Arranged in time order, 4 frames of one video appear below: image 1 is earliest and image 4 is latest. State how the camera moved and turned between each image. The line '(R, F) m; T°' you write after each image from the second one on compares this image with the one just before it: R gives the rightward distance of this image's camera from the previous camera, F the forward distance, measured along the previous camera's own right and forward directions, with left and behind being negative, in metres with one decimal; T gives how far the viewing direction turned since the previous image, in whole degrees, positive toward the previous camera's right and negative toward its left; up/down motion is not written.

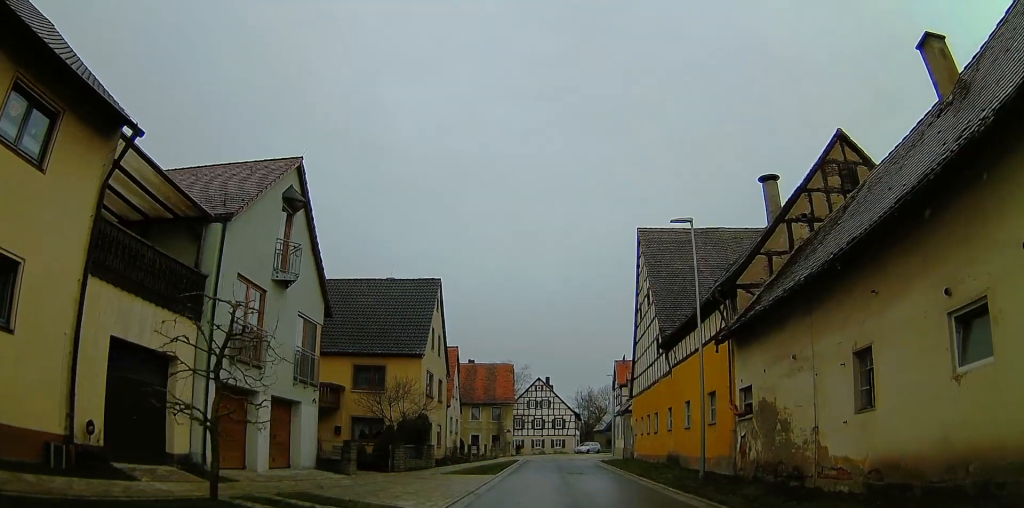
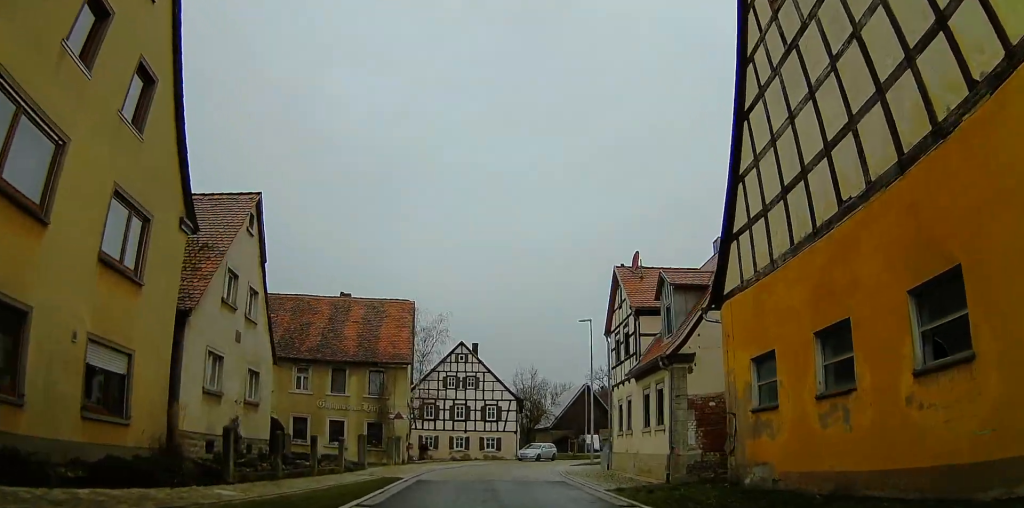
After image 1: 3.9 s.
(+5.5, +25.6) m; +9°
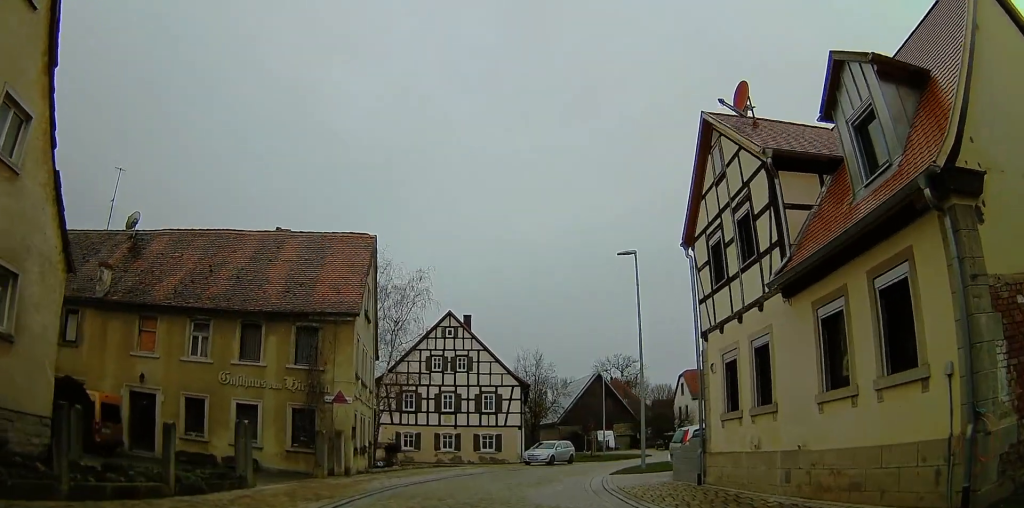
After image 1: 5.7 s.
(-1.0, +12.3) m; +3°
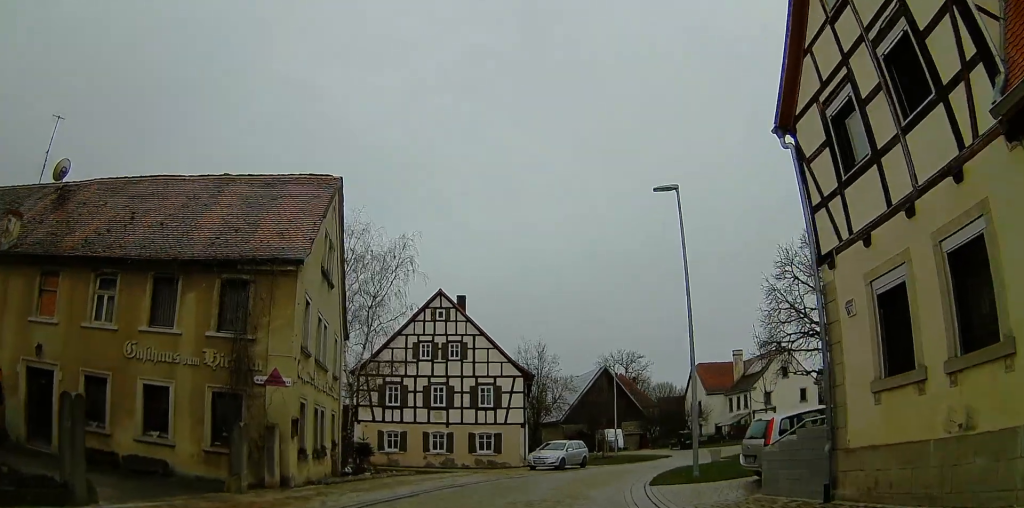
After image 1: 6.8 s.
(+0.5, +6.5) m; +5°
